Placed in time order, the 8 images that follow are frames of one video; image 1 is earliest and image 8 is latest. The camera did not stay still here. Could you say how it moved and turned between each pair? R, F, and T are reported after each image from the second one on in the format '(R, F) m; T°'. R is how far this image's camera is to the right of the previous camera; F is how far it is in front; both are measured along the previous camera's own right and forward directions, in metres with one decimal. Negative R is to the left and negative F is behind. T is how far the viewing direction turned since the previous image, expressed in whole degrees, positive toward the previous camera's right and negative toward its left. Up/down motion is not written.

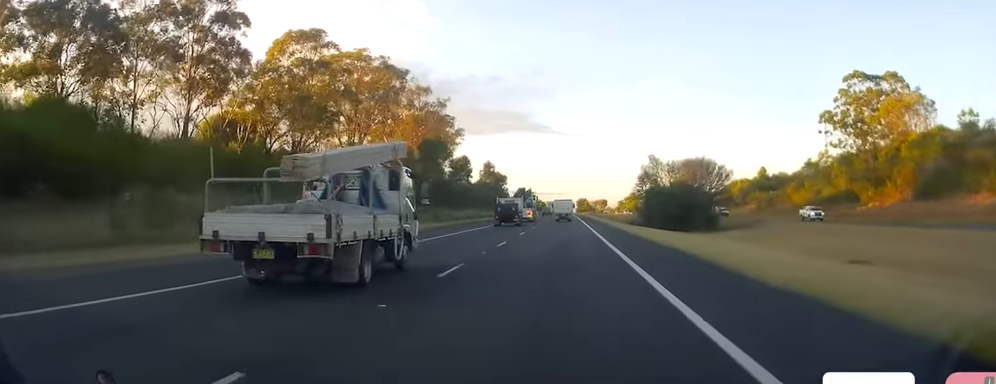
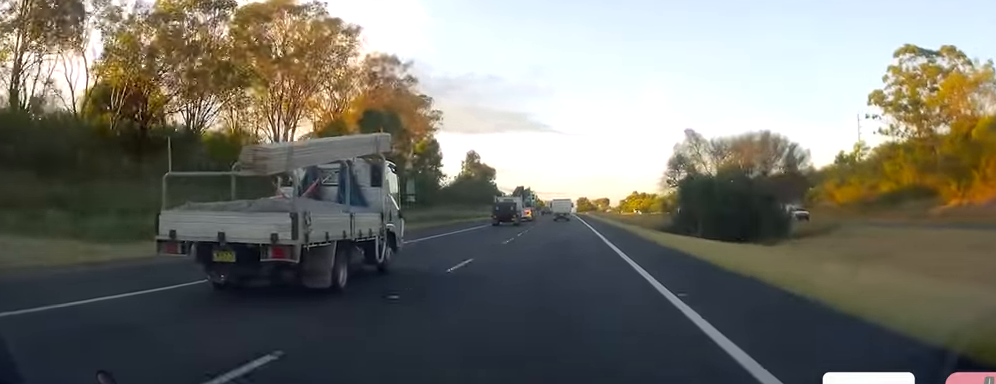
(0.0, +23.3) m; +1°
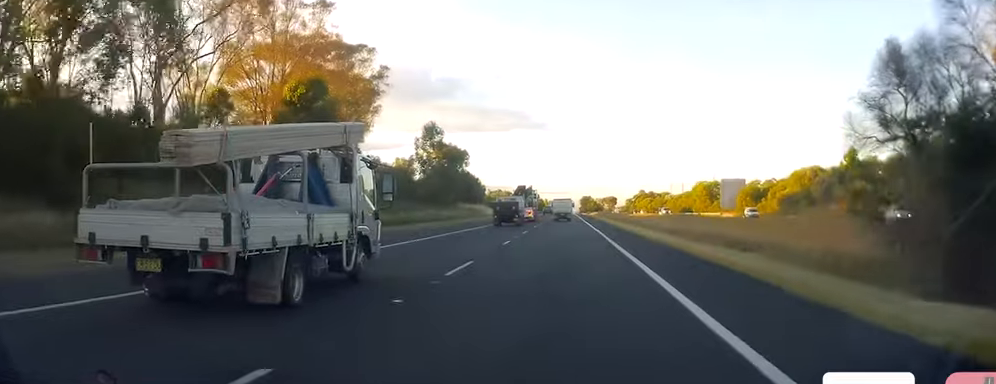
(+0.2, +36.8) m; -1°
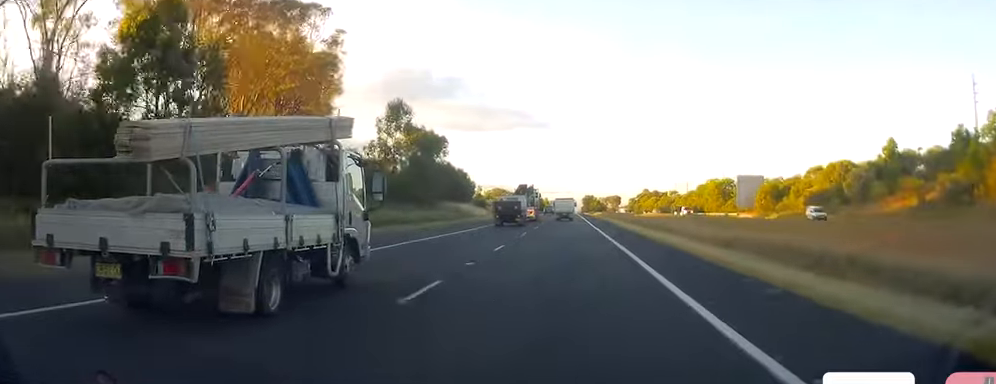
(-0.2, +16.4) m; -1°
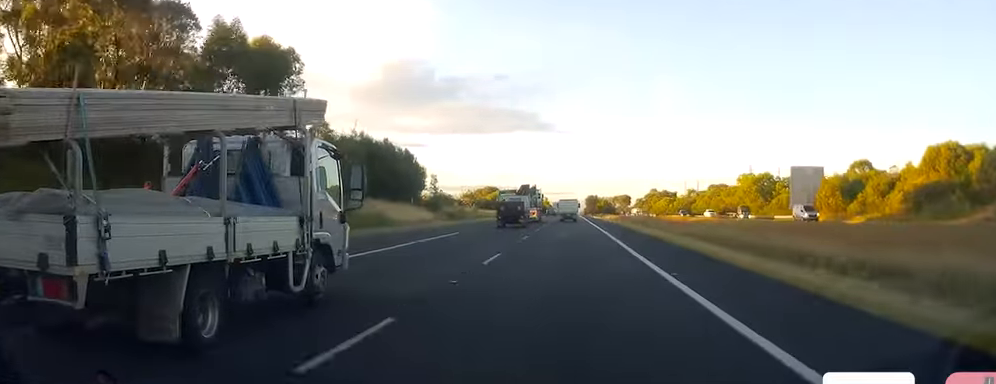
(+0.3, +40.3) m; 0°
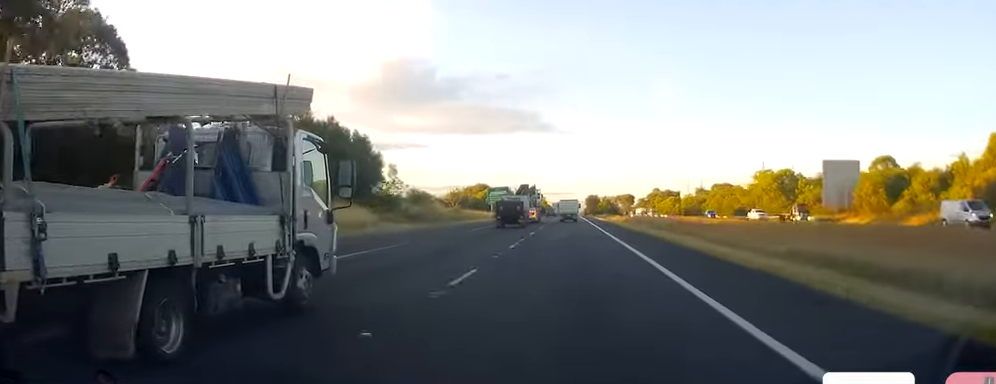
(0.0, +17.3) m; 0°
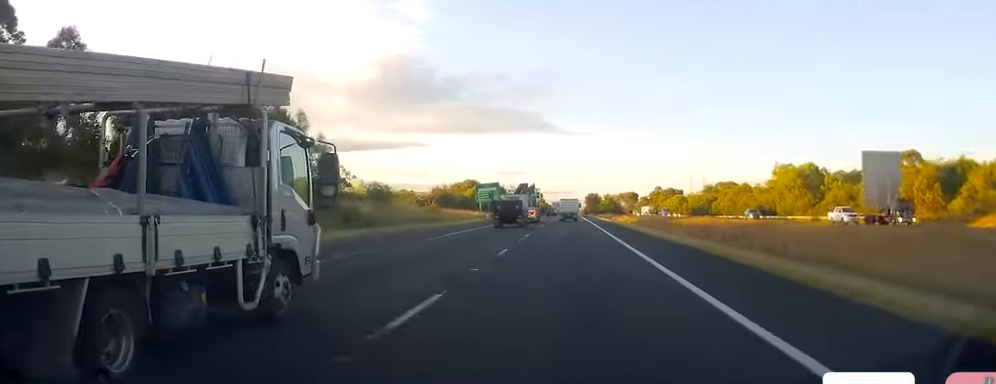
(-0.1, +16.4) m; 0°
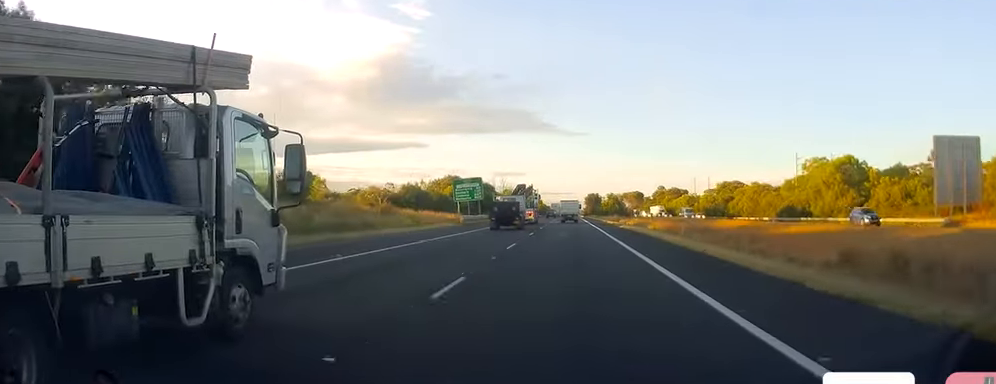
(-0.1, +21.2) m; 0°
